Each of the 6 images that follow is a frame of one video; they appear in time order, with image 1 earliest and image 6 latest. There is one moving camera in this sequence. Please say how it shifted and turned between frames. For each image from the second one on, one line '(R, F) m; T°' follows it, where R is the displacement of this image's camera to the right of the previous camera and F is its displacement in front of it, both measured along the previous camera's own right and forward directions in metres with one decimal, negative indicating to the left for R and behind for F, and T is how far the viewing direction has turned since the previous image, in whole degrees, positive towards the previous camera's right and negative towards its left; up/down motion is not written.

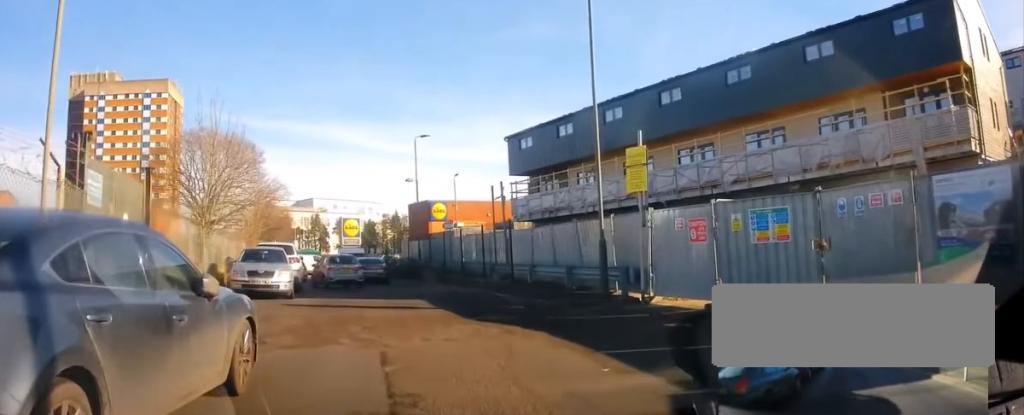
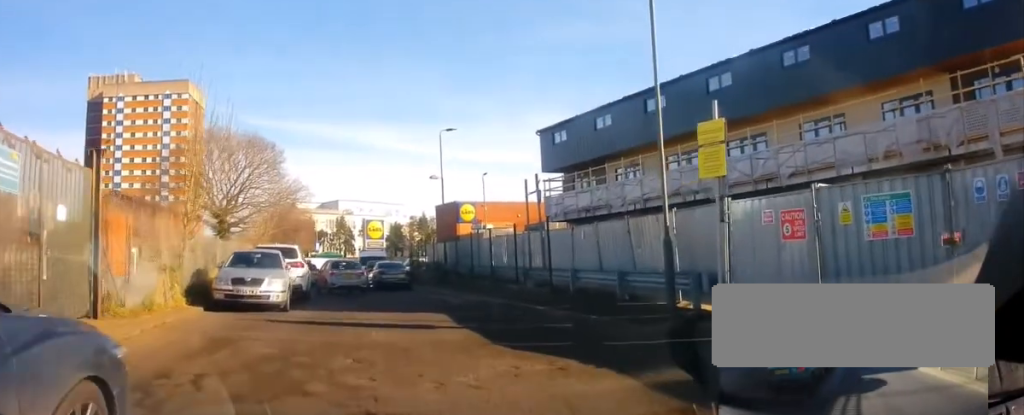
(-0.2, +2.7) m; 0°
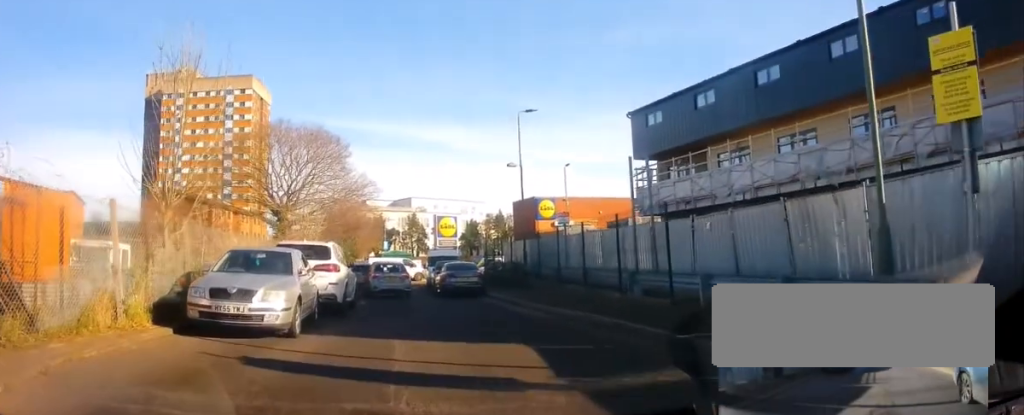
(+0.1, +4.4) m; -6°
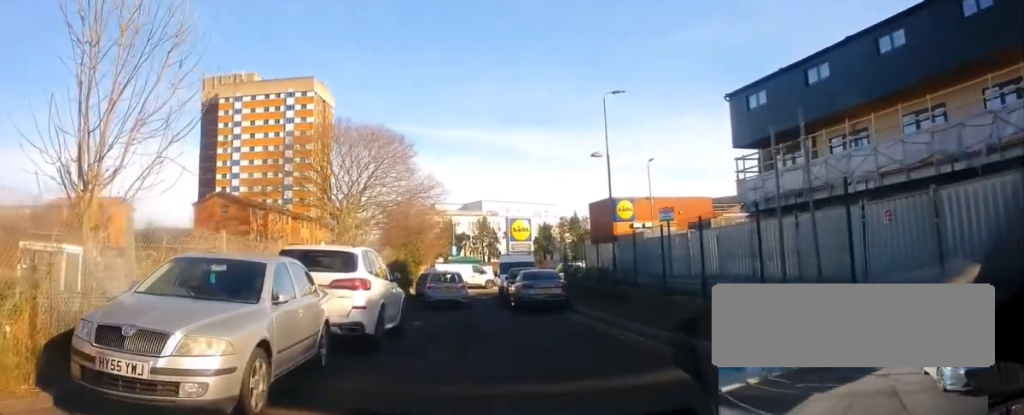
(-0.4, +4.2) m; -9°
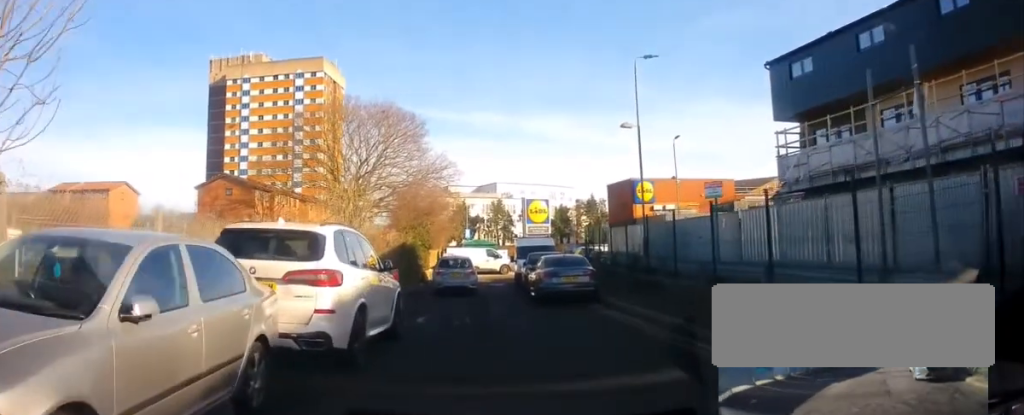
(-0.1, +2.4) m; 0°
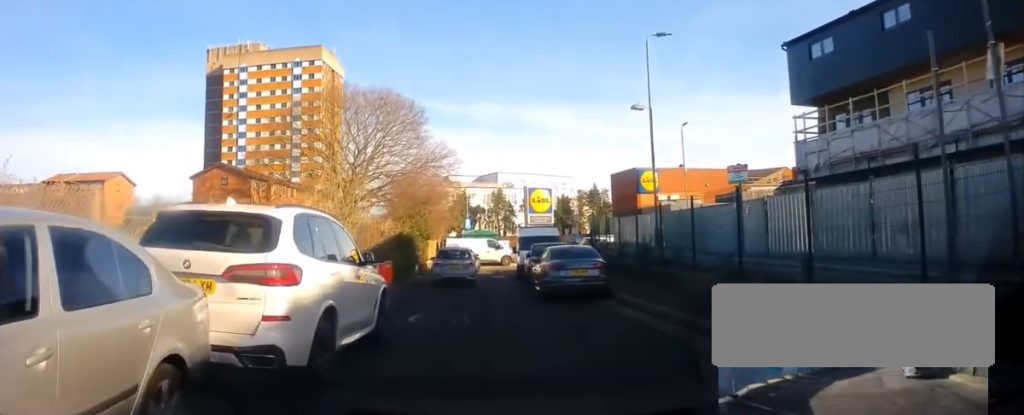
(0.0, +1.5) m; +5°
